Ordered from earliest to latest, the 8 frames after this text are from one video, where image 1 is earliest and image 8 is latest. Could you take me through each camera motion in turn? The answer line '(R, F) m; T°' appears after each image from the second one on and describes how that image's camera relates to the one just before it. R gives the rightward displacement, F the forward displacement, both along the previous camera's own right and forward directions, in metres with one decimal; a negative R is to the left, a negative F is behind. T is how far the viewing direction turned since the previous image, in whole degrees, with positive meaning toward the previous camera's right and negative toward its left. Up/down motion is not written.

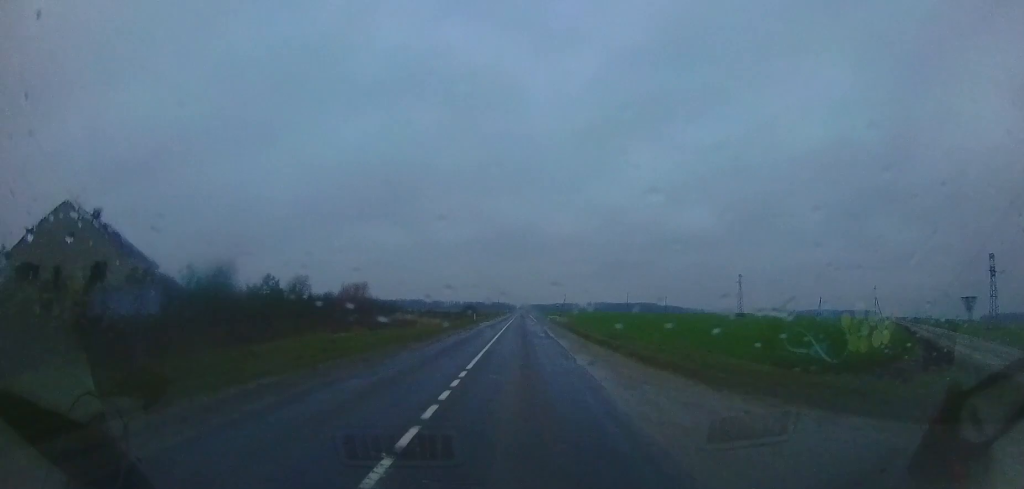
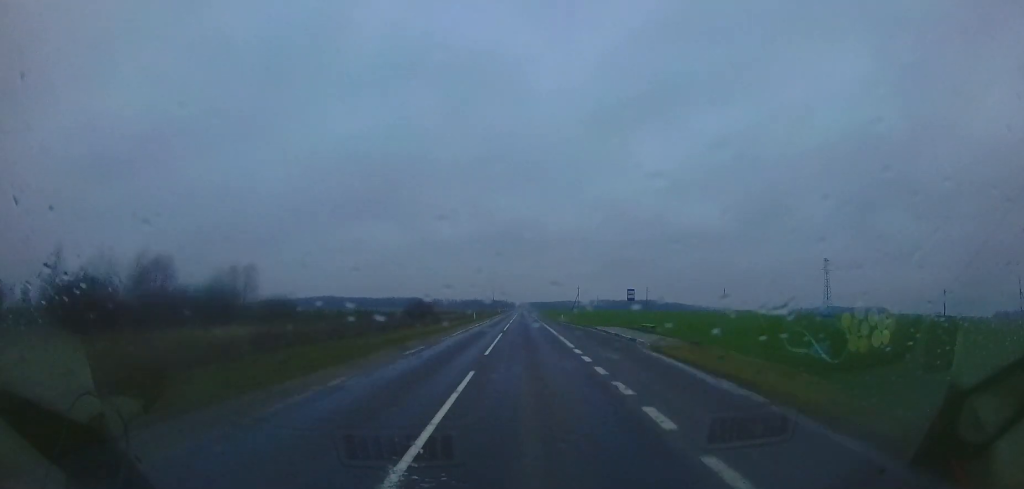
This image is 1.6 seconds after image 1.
(-0.5, +51.6) m; 0°
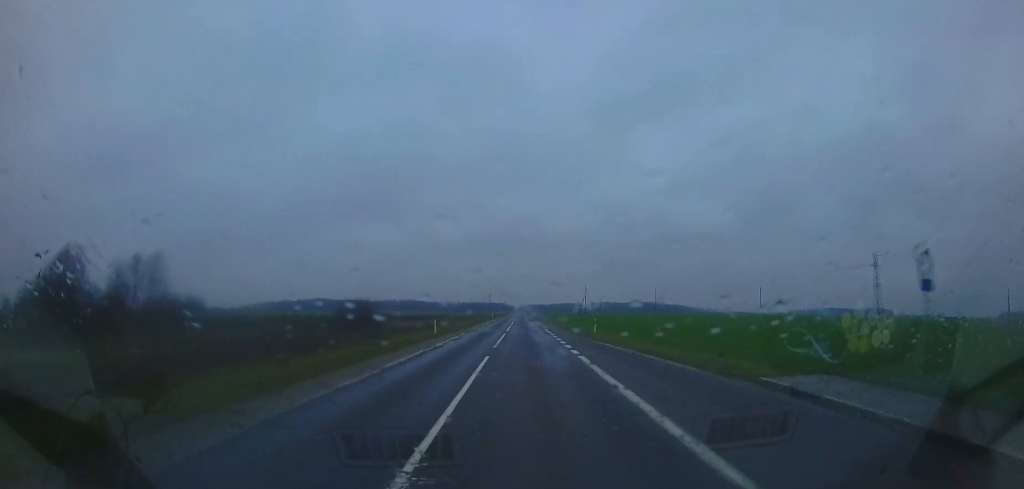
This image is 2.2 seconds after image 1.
(+0.2, +20.3) m; 0°
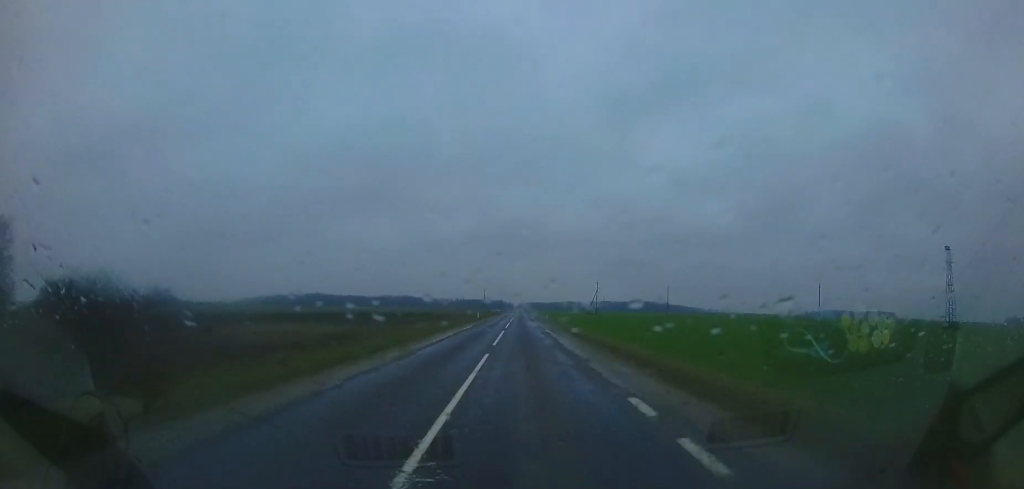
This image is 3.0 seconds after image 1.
(+0.3, +23.5) m; 0°
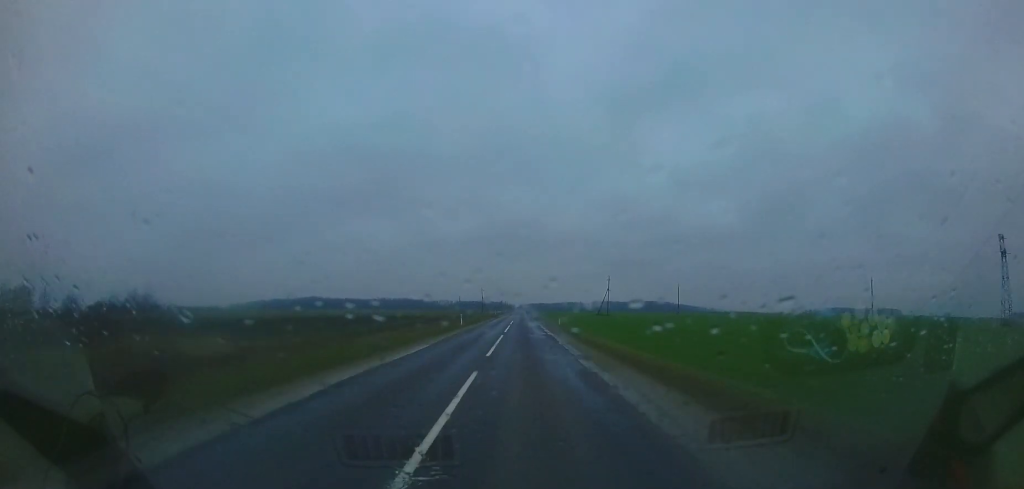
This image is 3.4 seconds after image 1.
(-0.2, +14.9) m; 0°
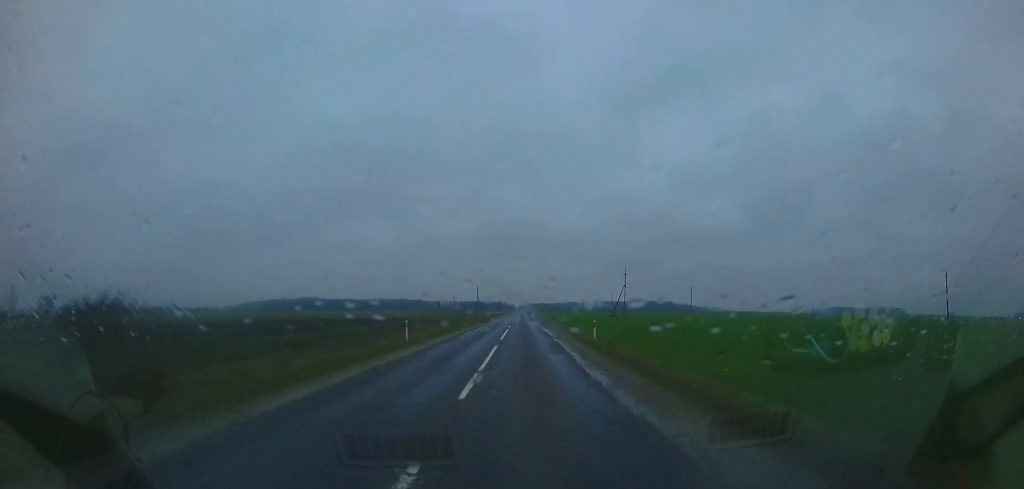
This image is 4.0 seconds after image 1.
(-0.1, +17.1) m; 0°
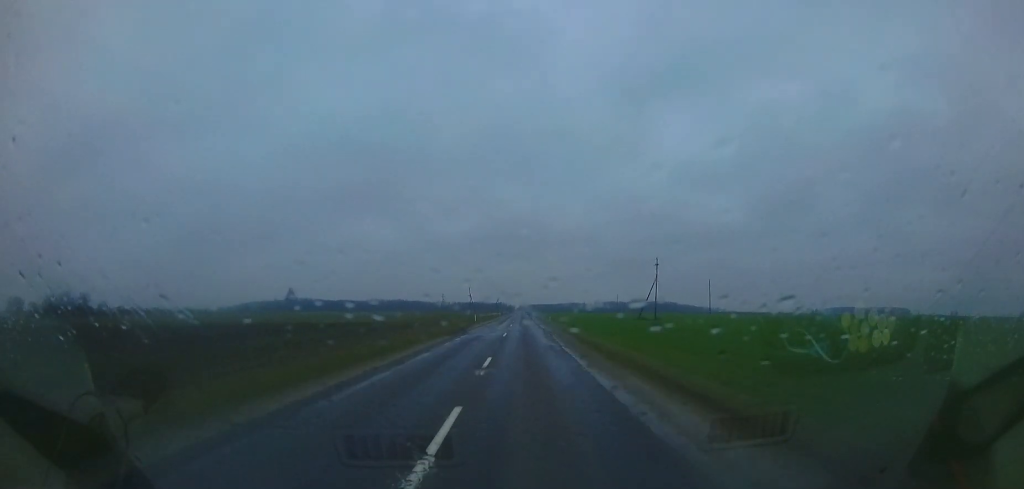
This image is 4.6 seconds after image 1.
(+0.2, +21.4) m; +1°
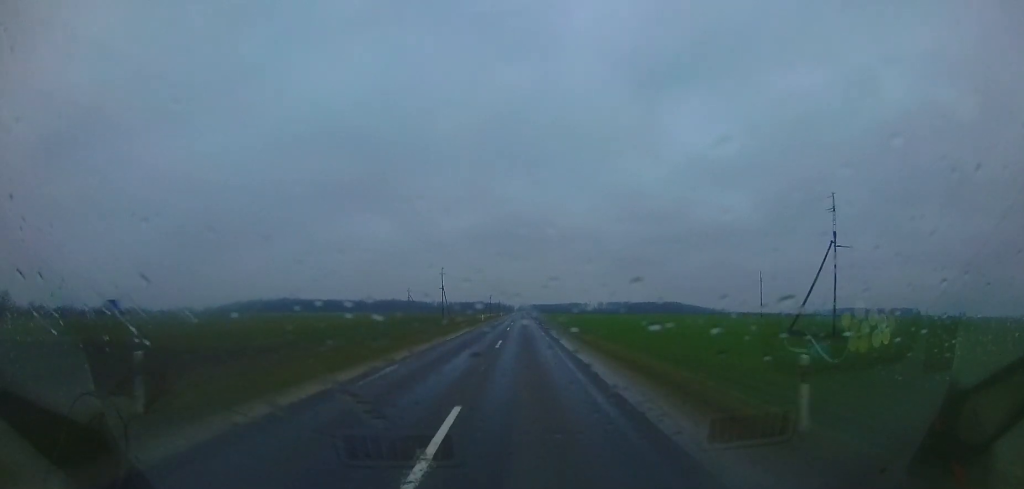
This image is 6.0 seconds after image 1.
(+0.1, +43.0) m; 0°
